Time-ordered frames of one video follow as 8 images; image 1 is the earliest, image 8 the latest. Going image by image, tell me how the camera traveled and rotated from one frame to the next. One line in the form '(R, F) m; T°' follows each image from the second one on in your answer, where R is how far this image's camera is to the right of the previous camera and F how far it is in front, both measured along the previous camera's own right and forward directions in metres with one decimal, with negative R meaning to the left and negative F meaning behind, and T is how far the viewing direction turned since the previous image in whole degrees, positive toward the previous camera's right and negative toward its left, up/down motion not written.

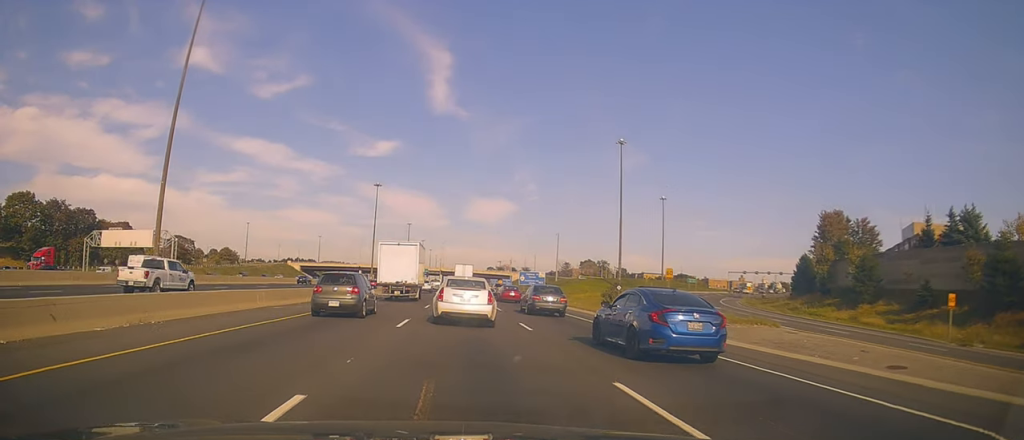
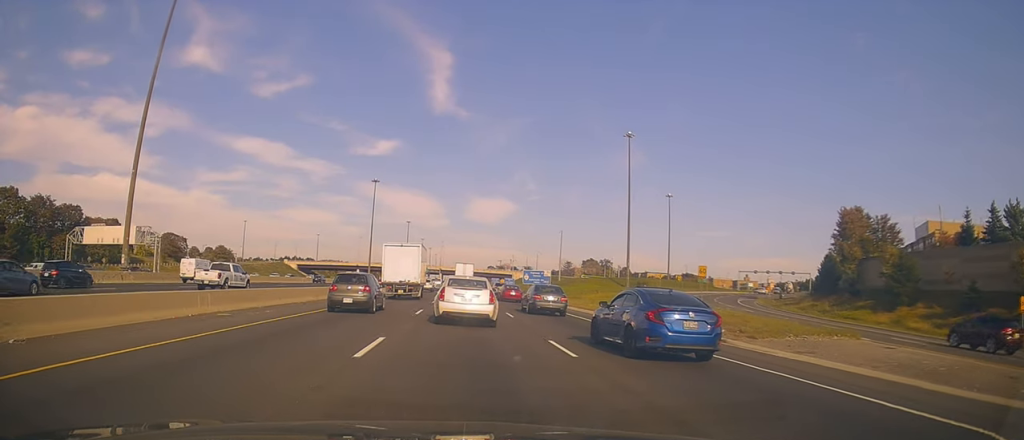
(+0.1, +6.4) m; 0°
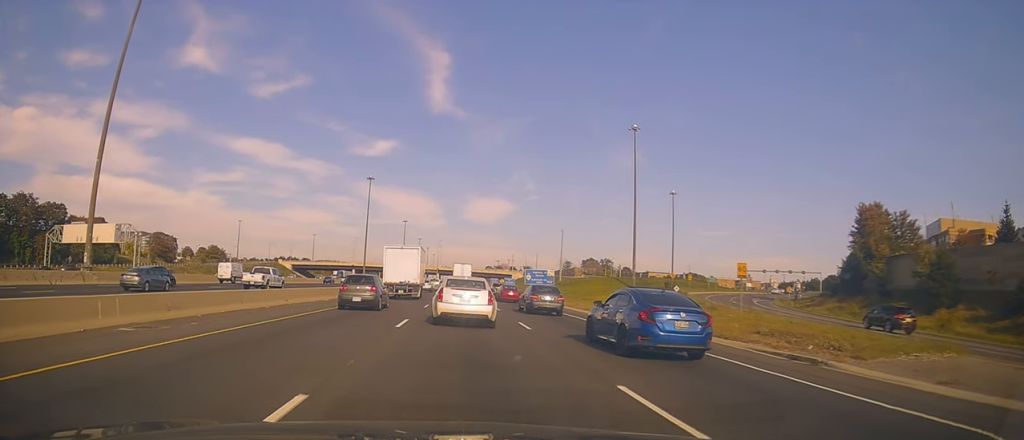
(-0.1, +6.2) m; 0°
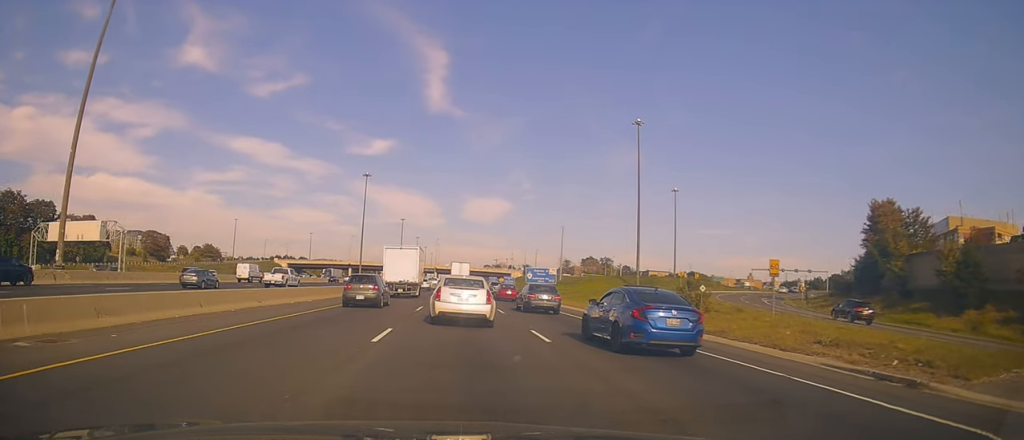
(0.0, +4.1) m; 0°
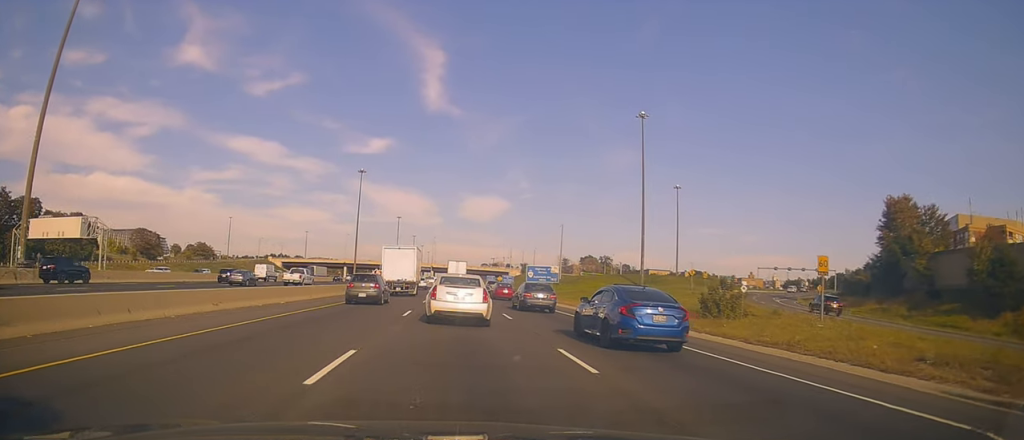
(+0.1, +5.0) m; 0°
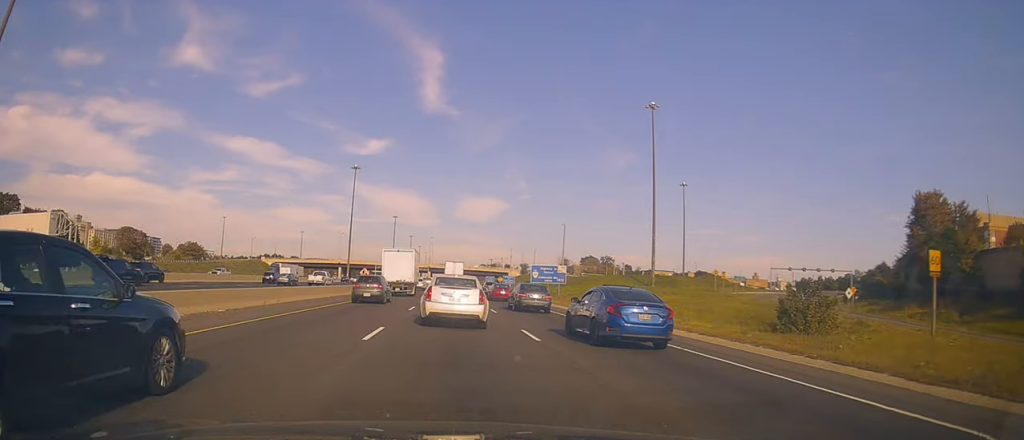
(-0.1, +8.1) m; -3°
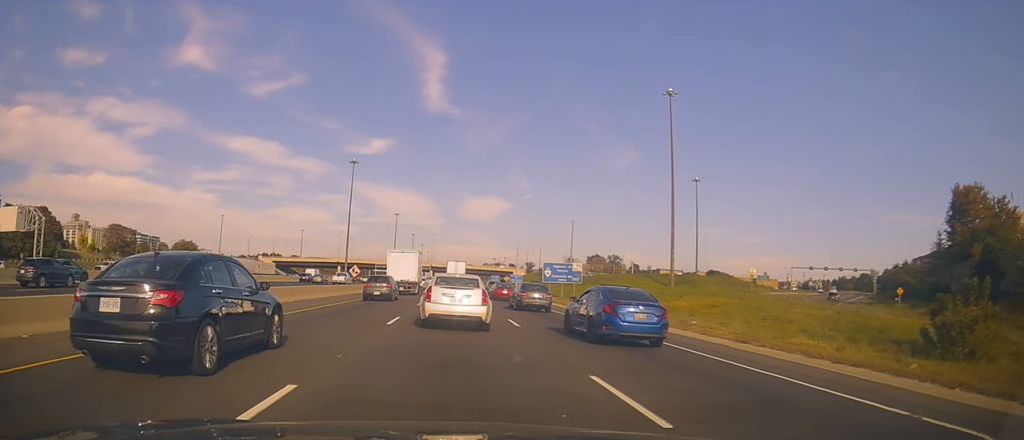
(-0.1, +8.5) m; +3°
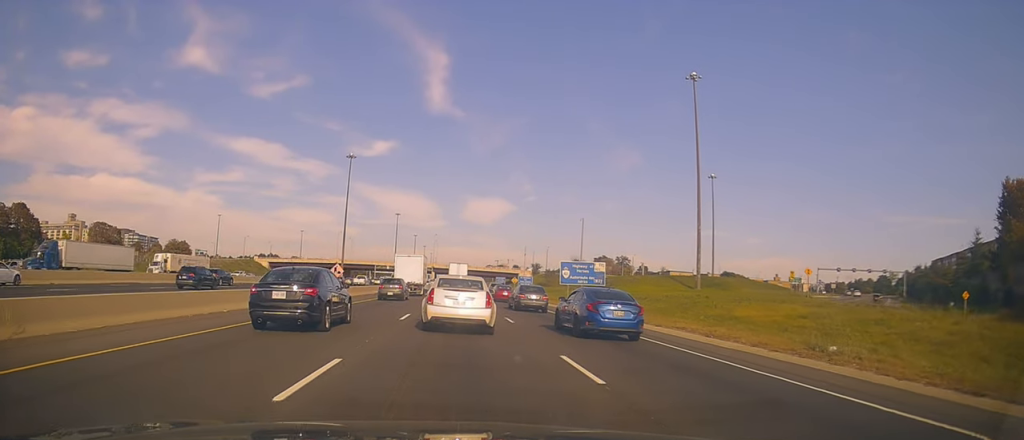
(+0.4, +10.9) m; -2°
